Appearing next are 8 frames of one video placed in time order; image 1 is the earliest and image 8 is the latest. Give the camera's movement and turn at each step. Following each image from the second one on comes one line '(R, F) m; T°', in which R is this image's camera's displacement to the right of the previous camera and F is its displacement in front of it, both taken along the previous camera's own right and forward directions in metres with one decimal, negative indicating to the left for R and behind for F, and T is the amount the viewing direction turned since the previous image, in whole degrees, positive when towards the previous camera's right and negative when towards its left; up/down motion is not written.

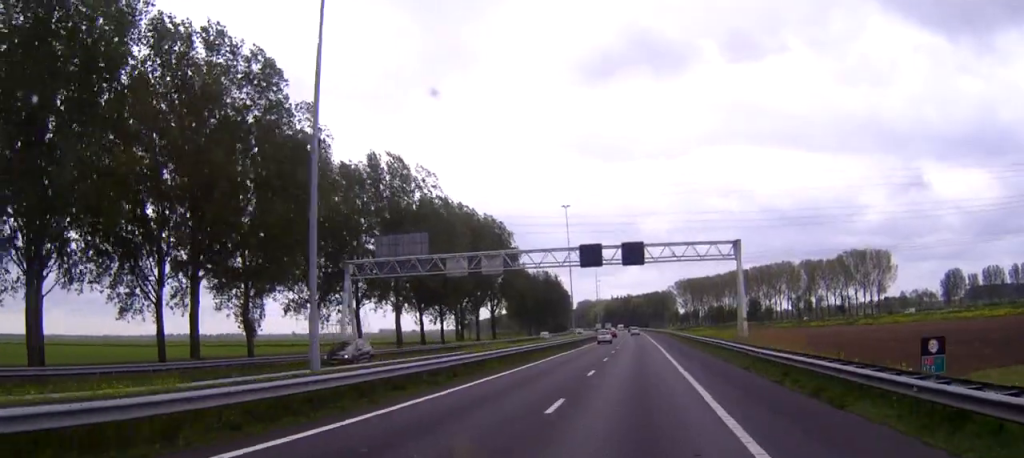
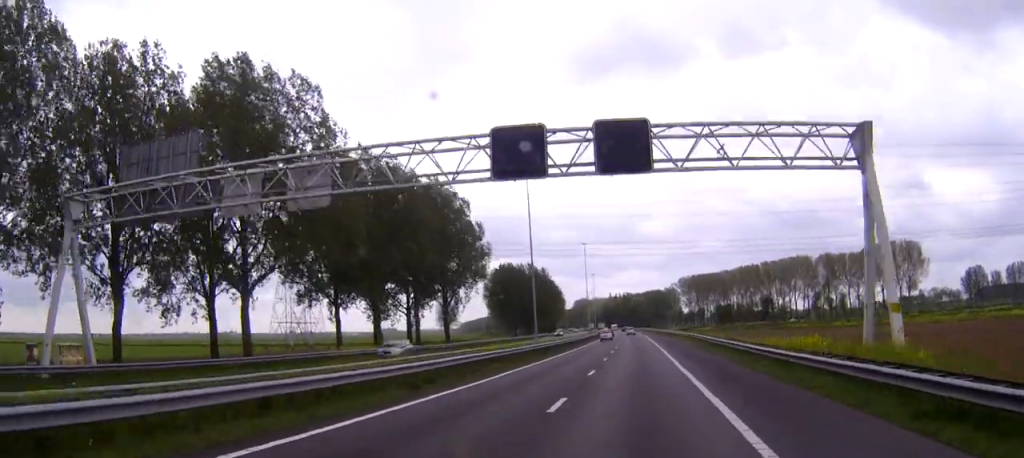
(0.0, +36.6) m; 0°
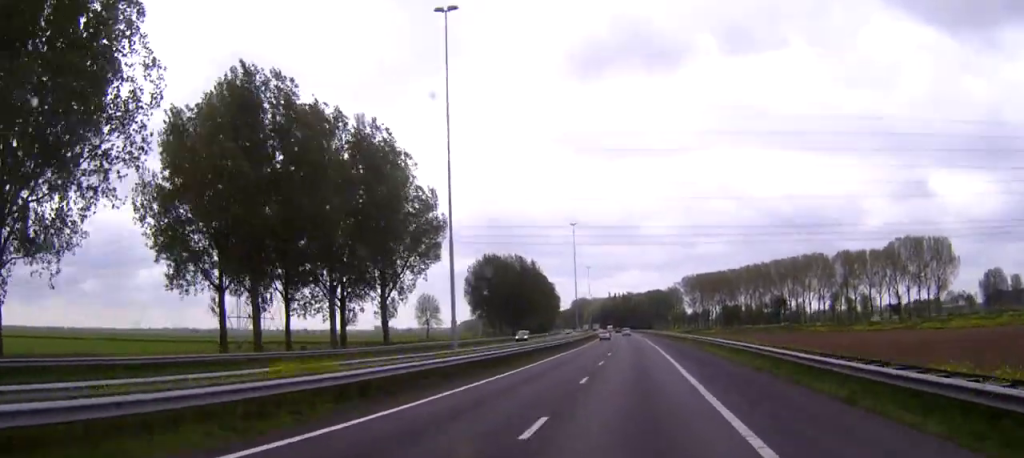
(0.0, +27.9) m; 0°
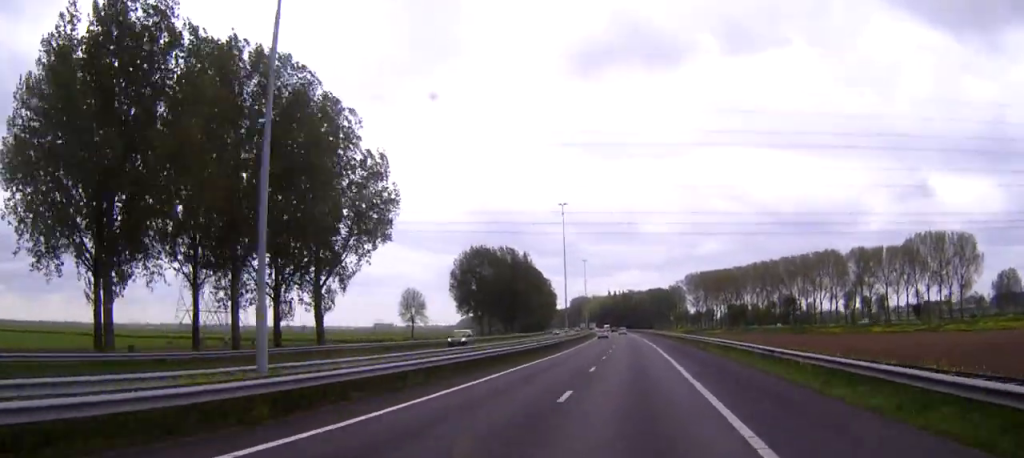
(0.0, +18.6) m; 0°
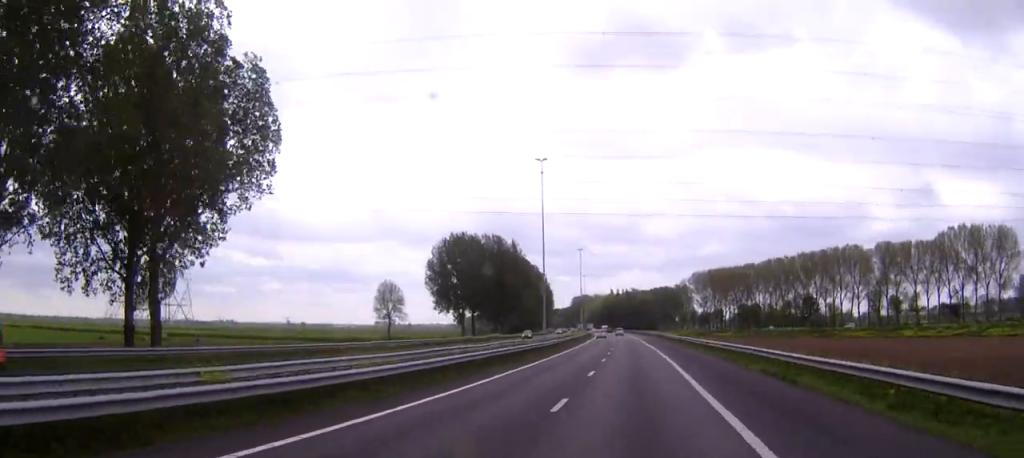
(-0.1, +26.2) m; 0°
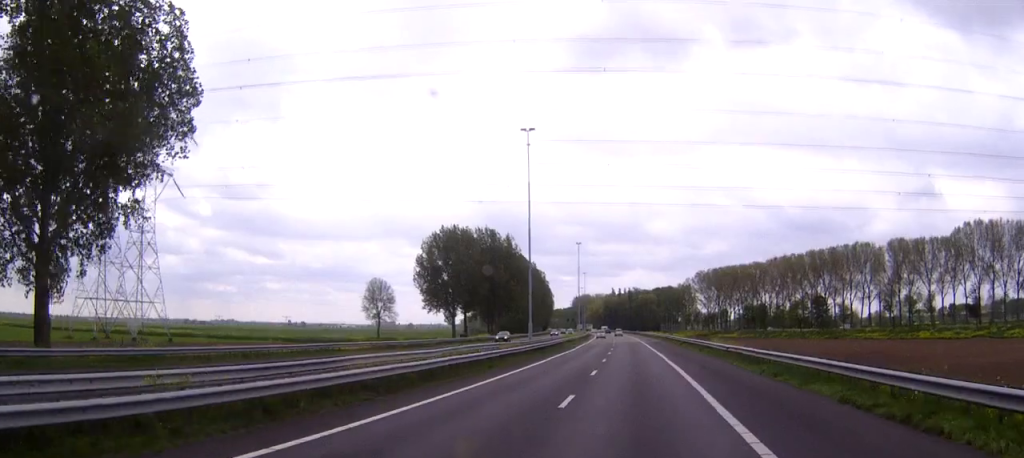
(0.0, +10.9) m; 0°
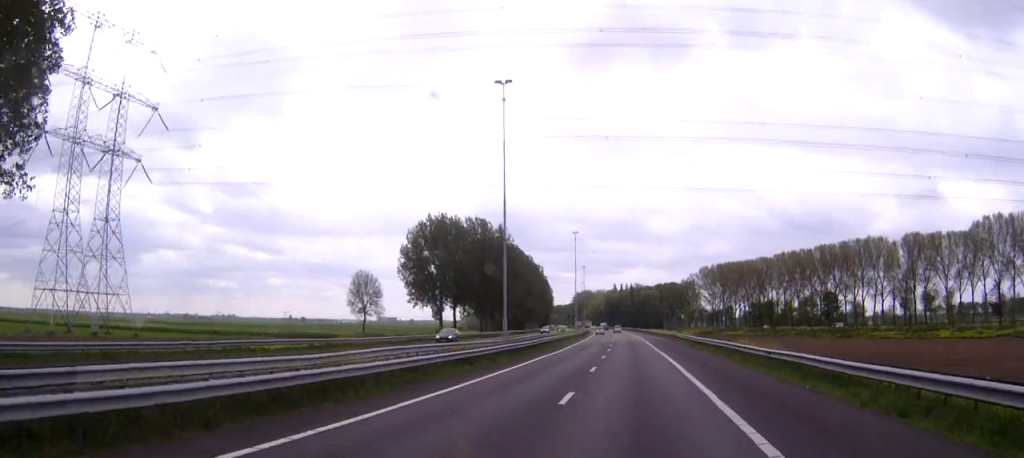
(0.0, +12.6) m; 0°
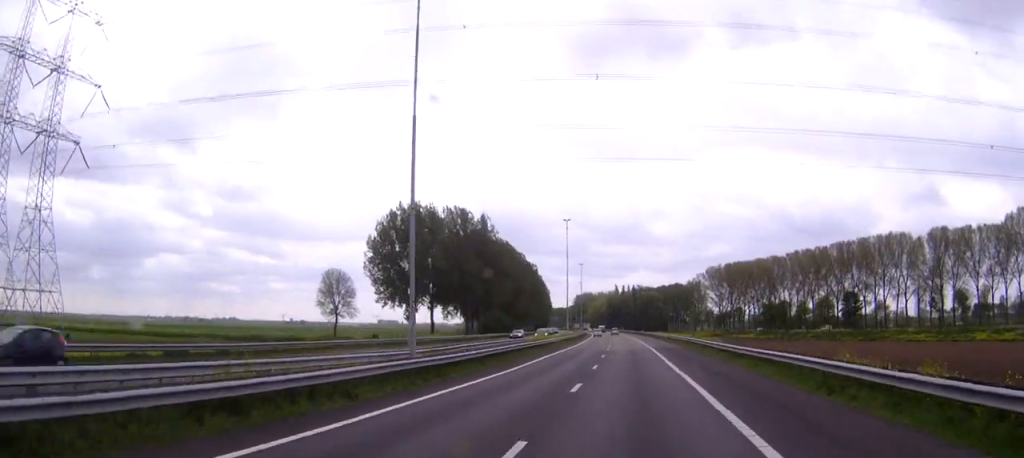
(-0.1, +20.7) m; 0°
